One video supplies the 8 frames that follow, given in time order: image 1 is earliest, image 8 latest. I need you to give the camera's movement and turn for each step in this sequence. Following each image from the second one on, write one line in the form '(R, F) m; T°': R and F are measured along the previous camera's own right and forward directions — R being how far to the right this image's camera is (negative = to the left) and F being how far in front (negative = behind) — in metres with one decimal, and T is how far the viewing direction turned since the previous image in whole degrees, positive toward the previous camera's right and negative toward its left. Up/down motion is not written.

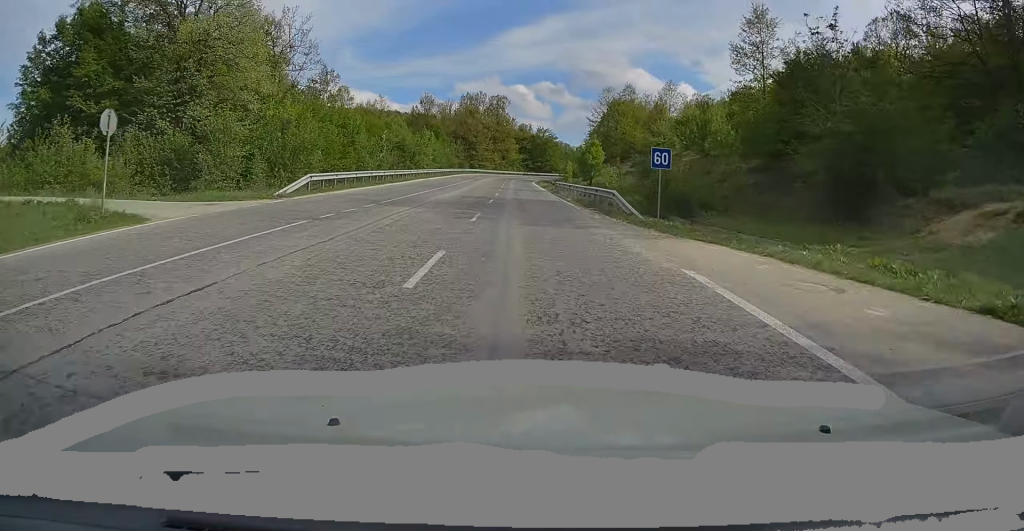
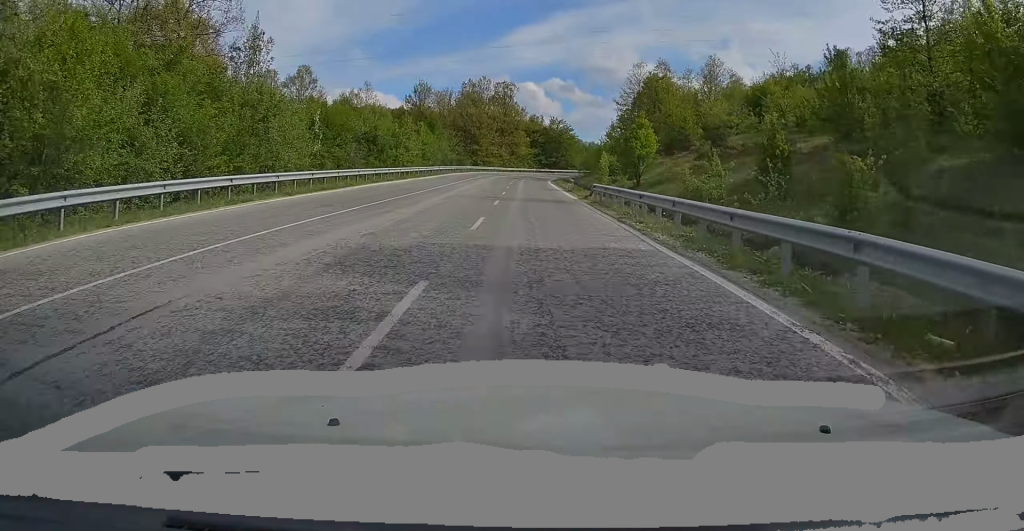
(-0.1, +20.7) m; -1°
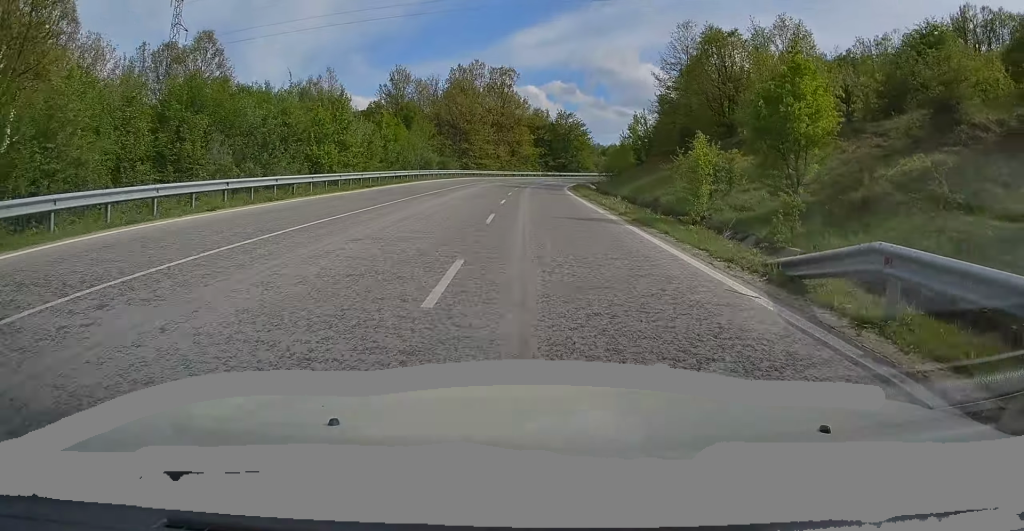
(-0.3, +24.4) m; -1°
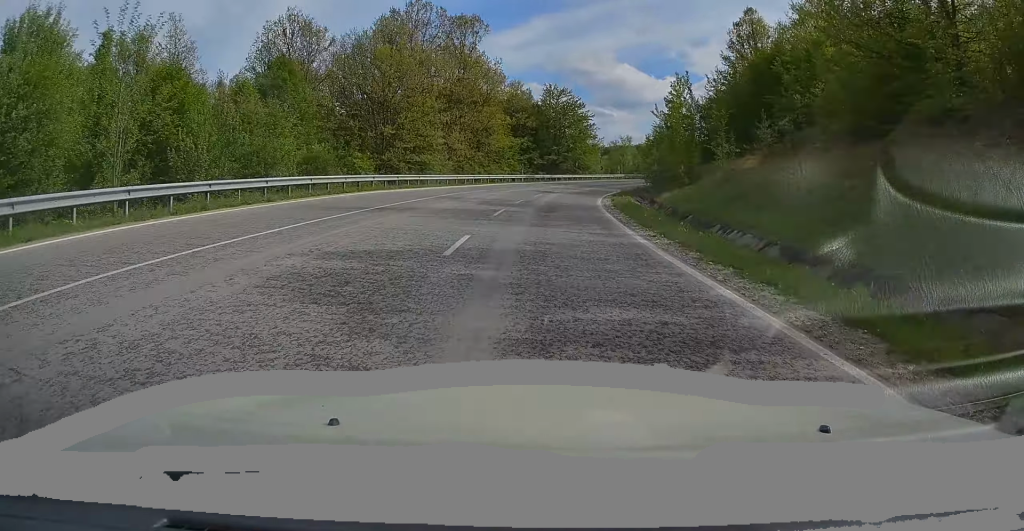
(+0.6, +40.9) m; +3°
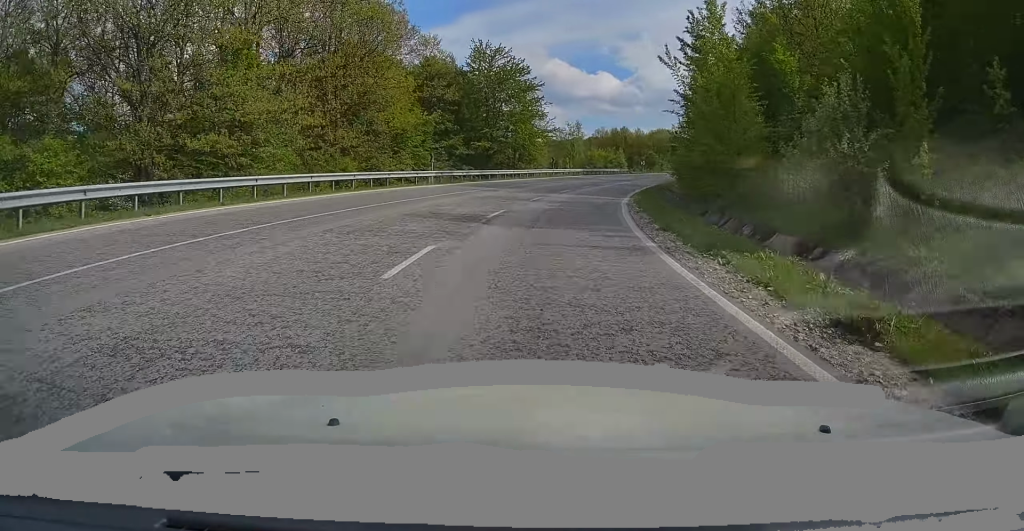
(+0.9, +28.5) m; +5°
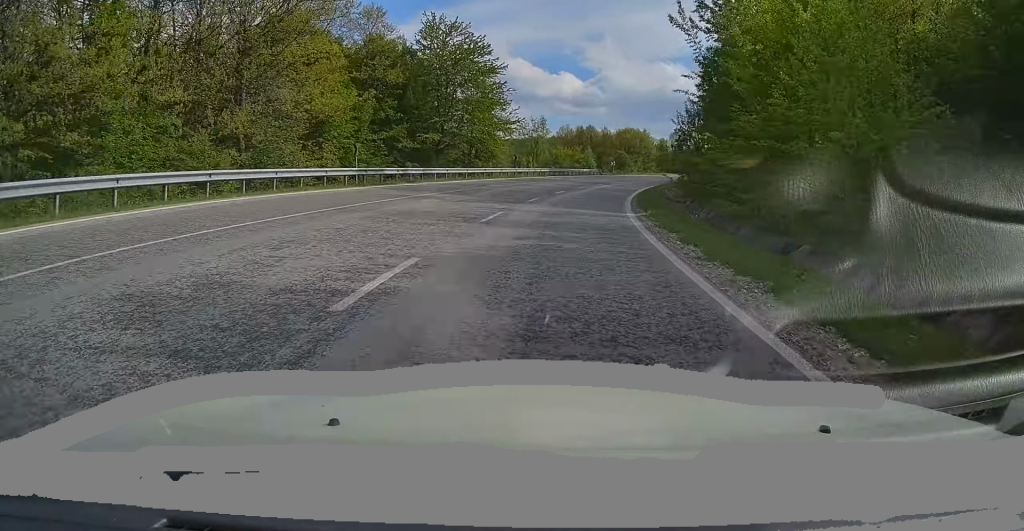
(-0.1, +10.4) m; +3°
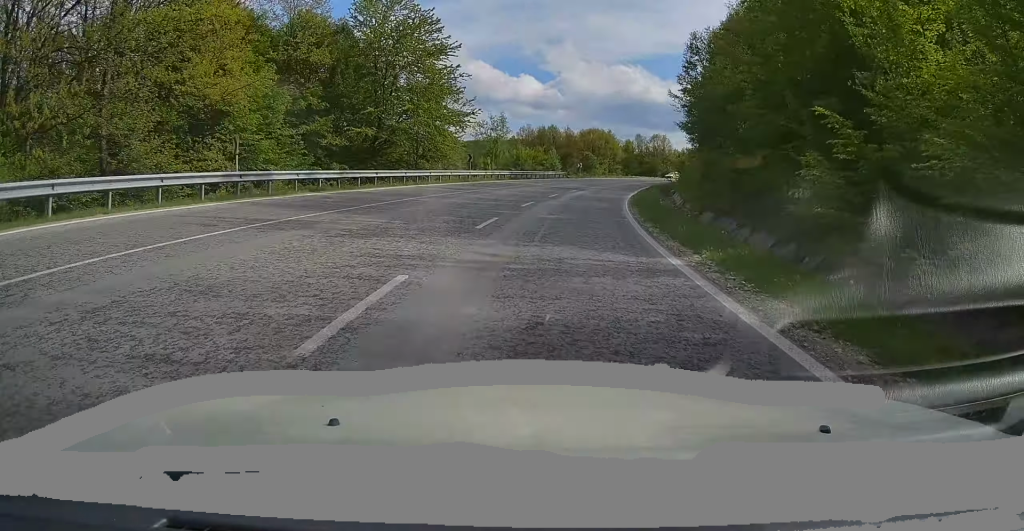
(+0.4, +9.7) m; +3°
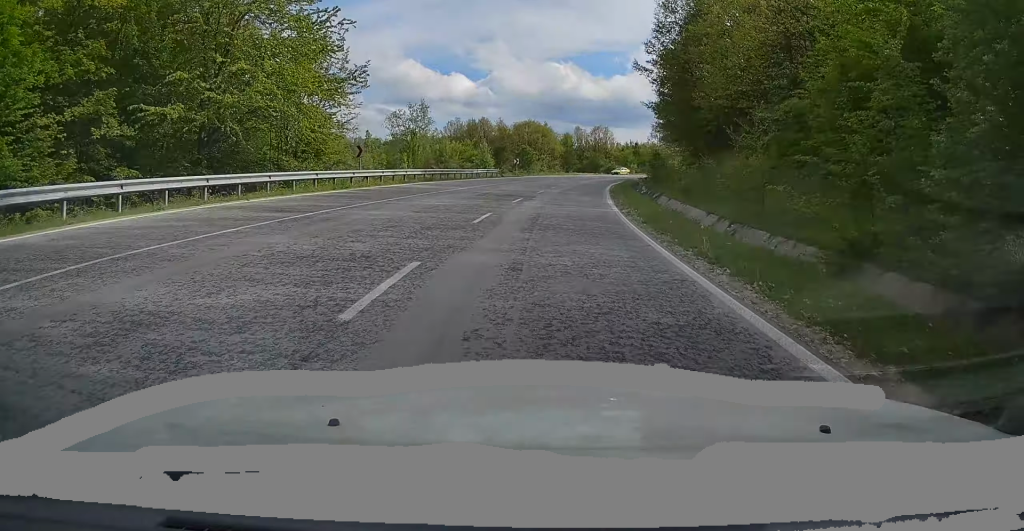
(+0.6, +16.4) m; +6°
